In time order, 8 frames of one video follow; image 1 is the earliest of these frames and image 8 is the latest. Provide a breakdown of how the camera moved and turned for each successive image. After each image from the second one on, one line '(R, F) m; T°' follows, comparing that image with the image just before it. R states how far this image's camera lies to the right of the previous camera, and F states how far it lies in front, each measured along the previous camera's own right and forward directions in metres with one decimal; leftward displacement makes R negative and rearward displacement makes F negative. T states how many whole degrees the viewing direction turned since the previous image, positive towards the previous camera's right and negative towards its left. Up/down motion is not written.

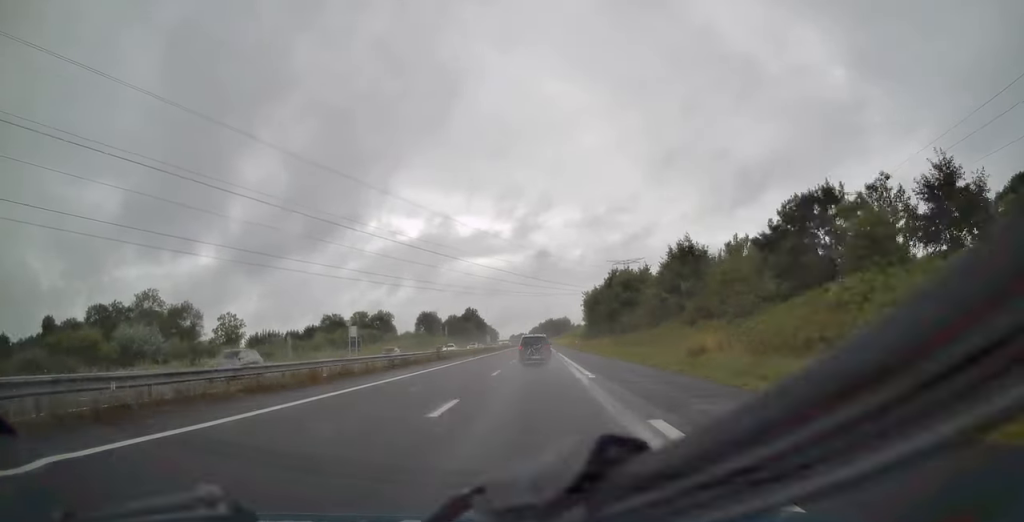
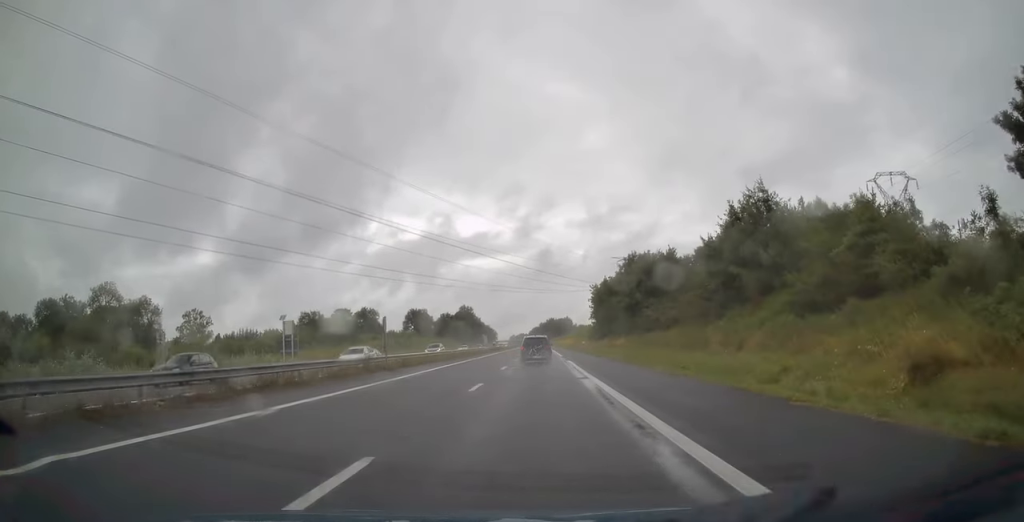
(-0.1, +20.4) m; 0°
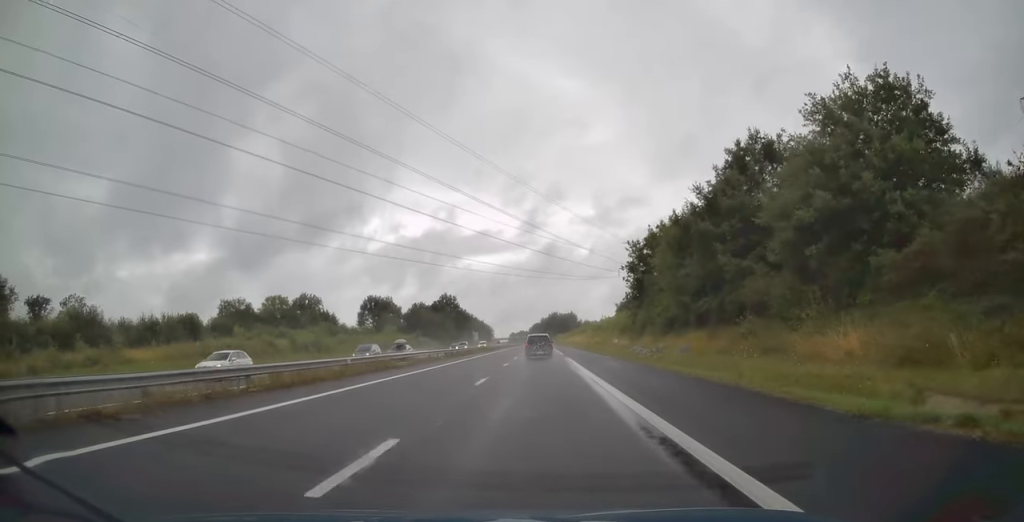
(-0.1, +51.0) m; 0°
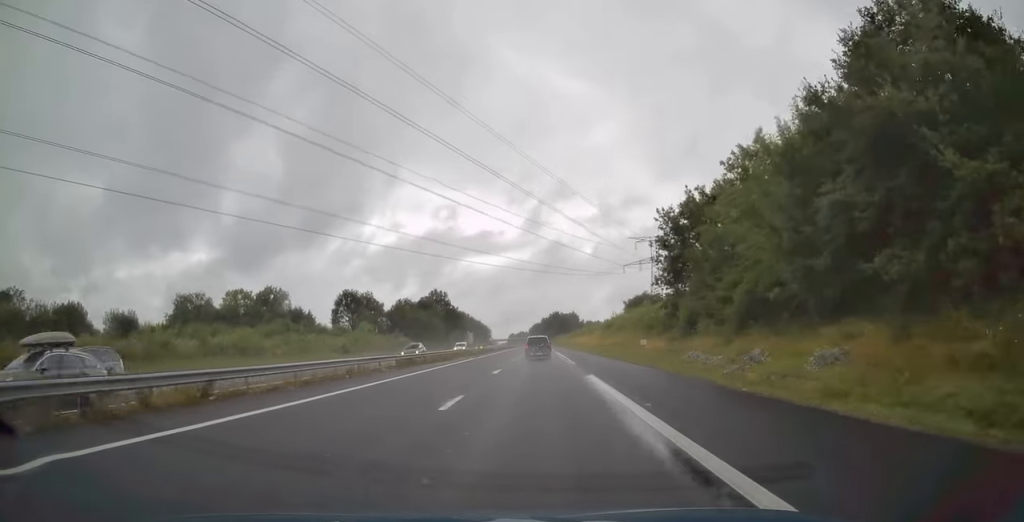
(+0.1, +19.4) m; 0°
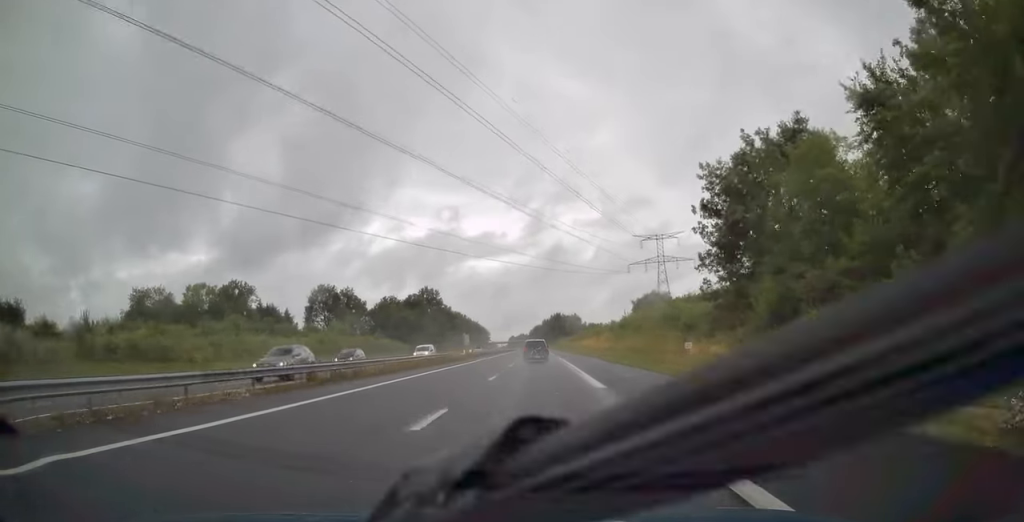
(+0.1, +15.6) m; 0°
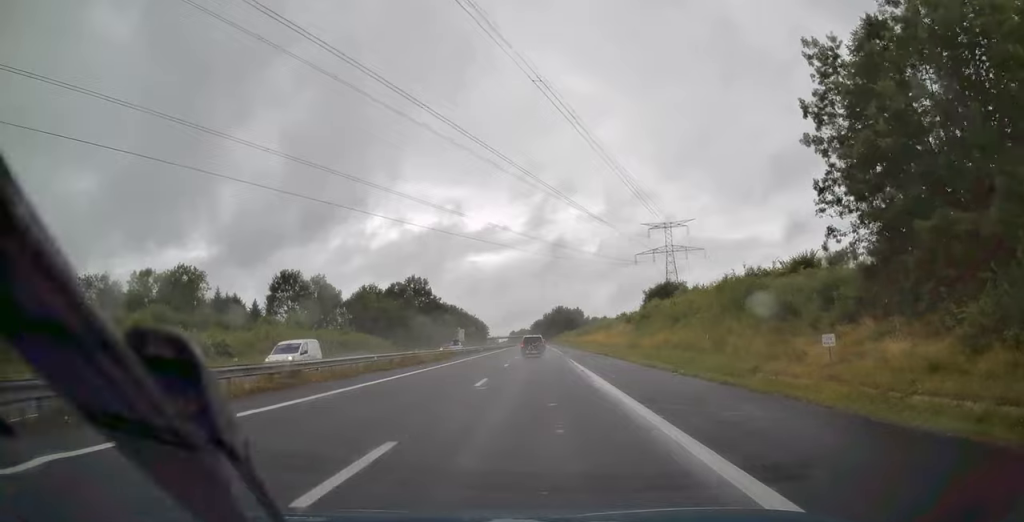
(-0.1, +17.7) m; 0°
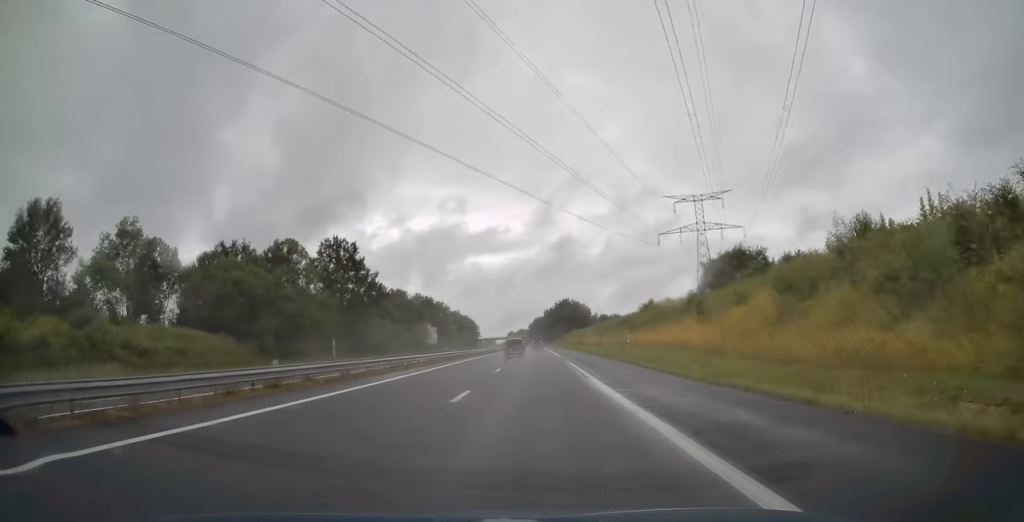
(-0.3, +56.3) m; 0°
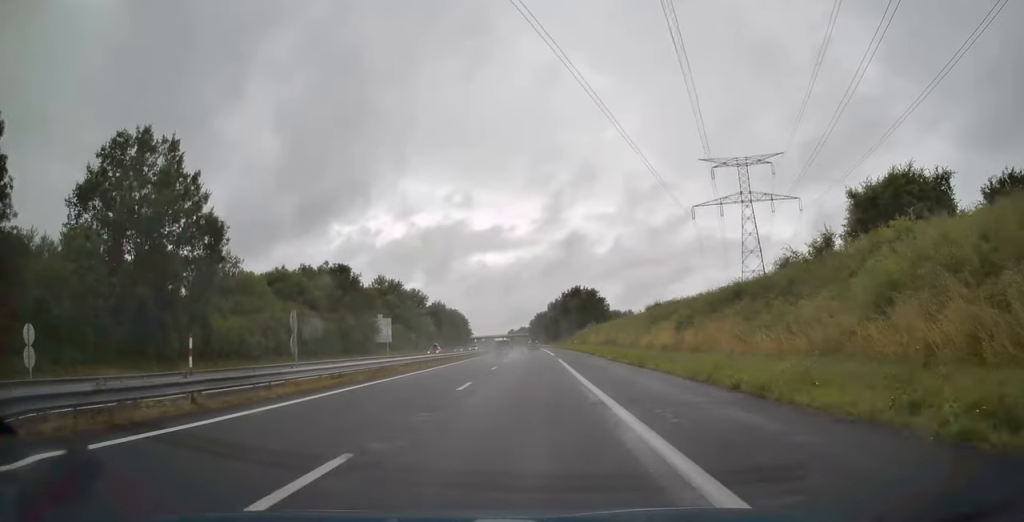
(0.0, +48.8) m; 0°
